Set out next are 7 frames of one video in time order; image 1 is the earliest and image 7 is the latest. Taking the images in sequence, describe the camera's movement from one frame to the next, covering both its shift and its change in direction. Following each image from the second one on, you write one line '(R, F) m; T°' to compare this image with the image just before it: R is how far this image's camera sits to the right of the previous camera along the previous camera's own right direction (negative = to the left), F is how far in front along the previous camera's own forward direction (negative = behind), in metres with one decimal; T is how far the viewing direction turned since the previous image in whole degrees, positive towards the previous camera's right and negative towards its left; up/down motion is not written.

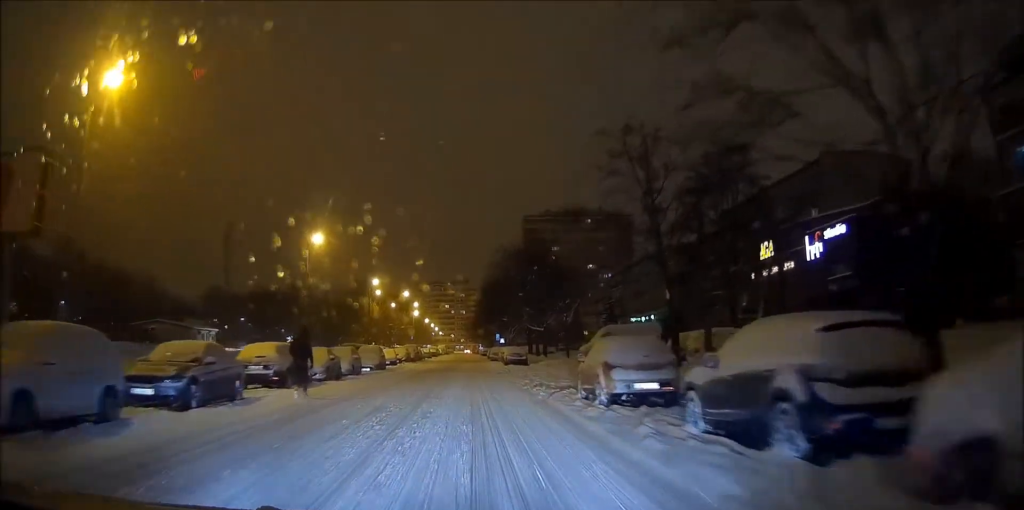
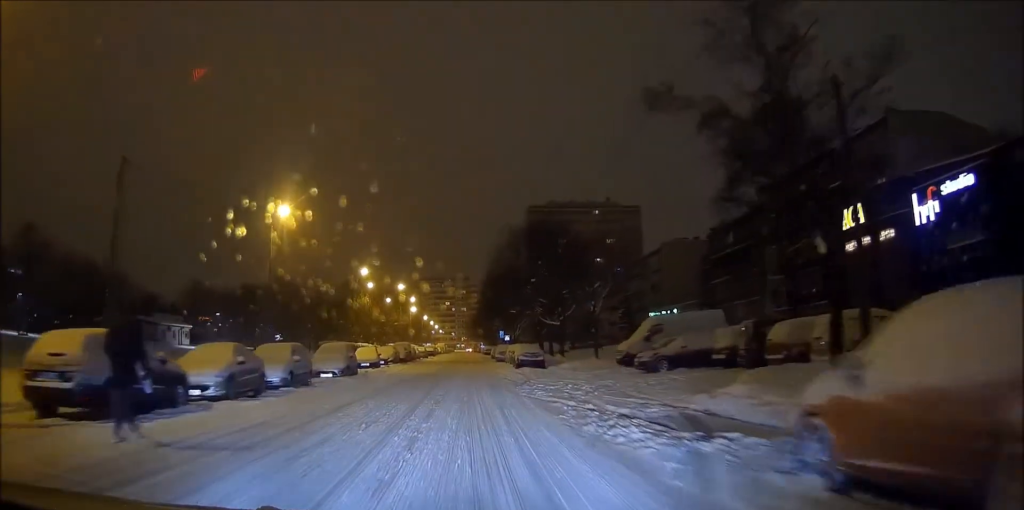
(-0.3, +11.3) m; -1°
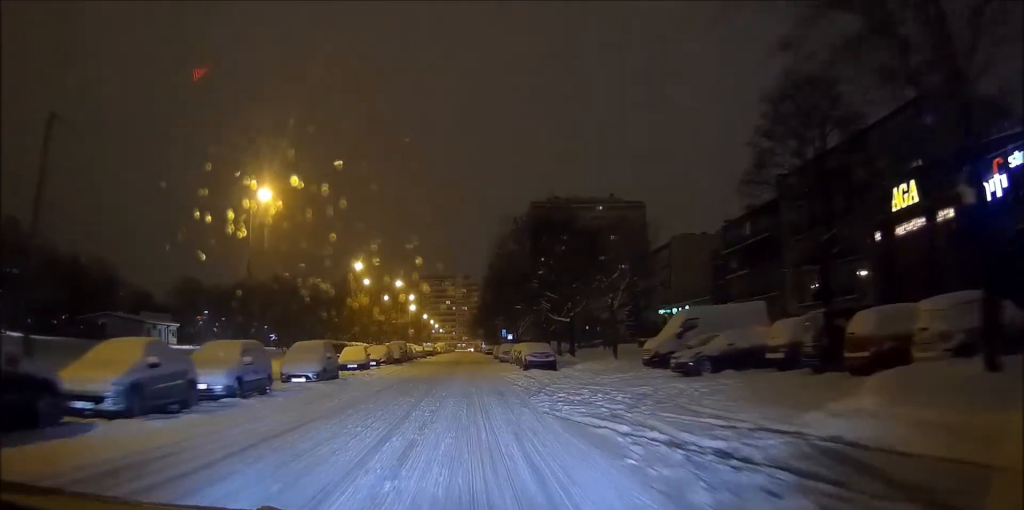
(0.0, +4.9) m; +1°
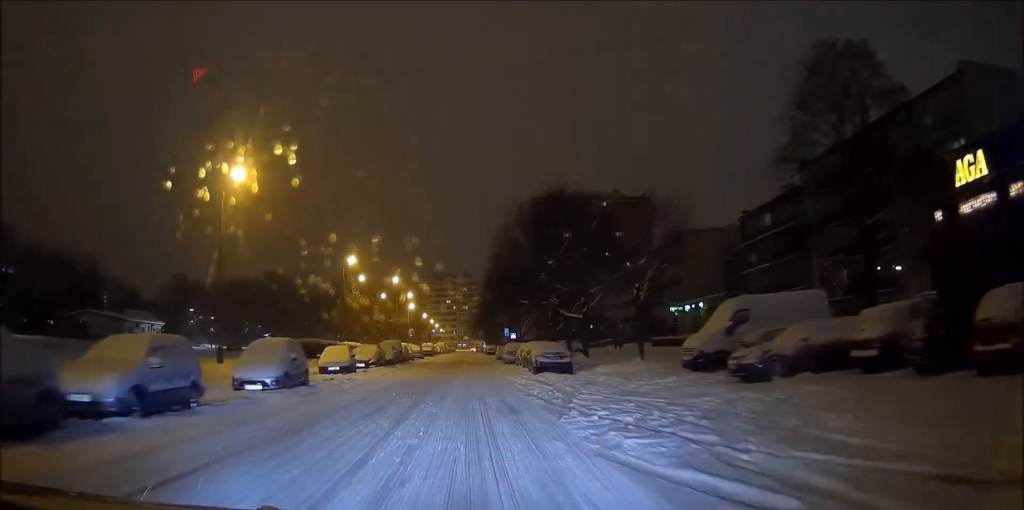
(+0.1, +5.3) m; +1°
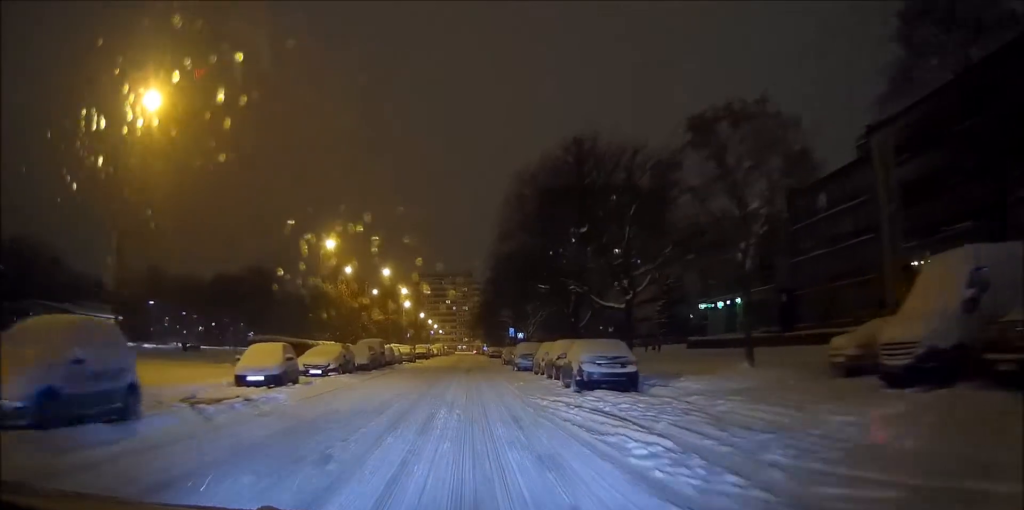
(+0.1, +11.8) m; 0°
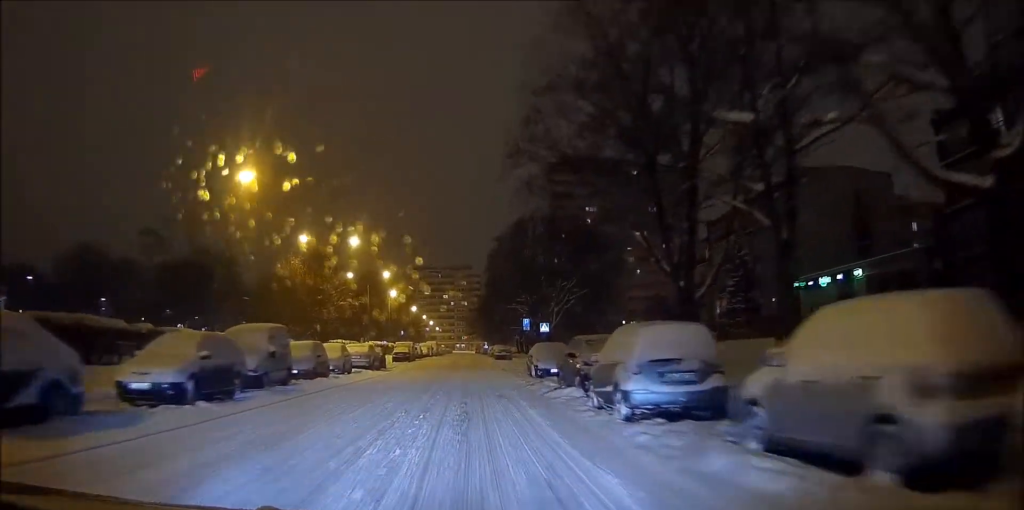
(0.0, +23.5) m; -1°
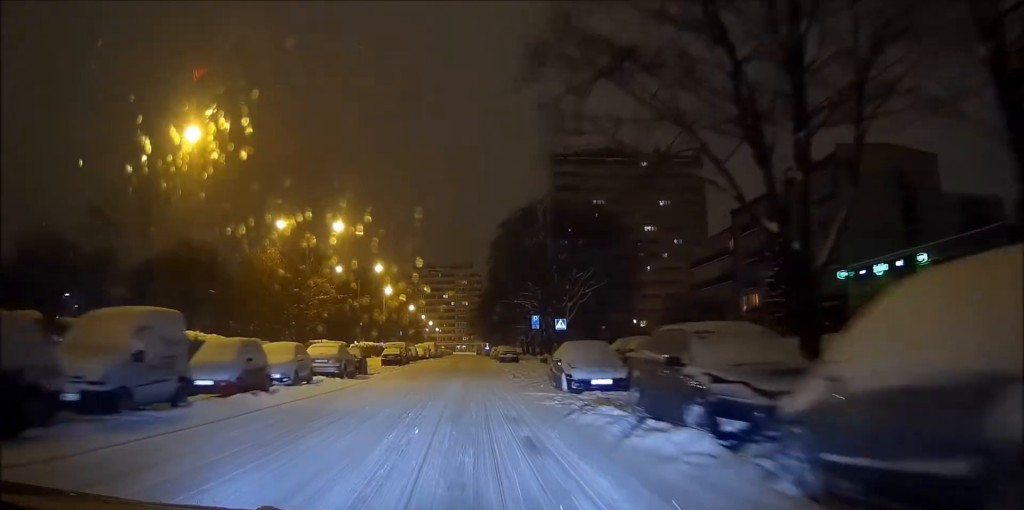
(-0.3, +8.3) m; -1°
